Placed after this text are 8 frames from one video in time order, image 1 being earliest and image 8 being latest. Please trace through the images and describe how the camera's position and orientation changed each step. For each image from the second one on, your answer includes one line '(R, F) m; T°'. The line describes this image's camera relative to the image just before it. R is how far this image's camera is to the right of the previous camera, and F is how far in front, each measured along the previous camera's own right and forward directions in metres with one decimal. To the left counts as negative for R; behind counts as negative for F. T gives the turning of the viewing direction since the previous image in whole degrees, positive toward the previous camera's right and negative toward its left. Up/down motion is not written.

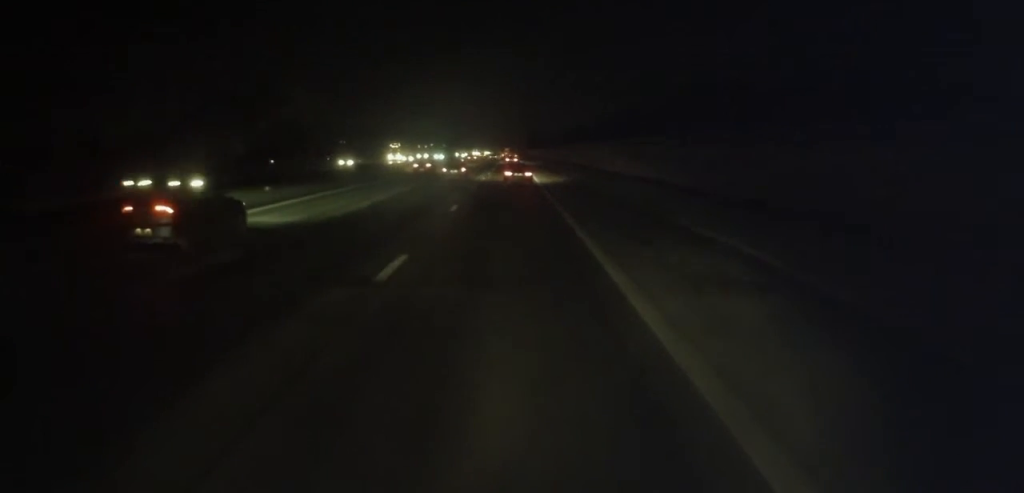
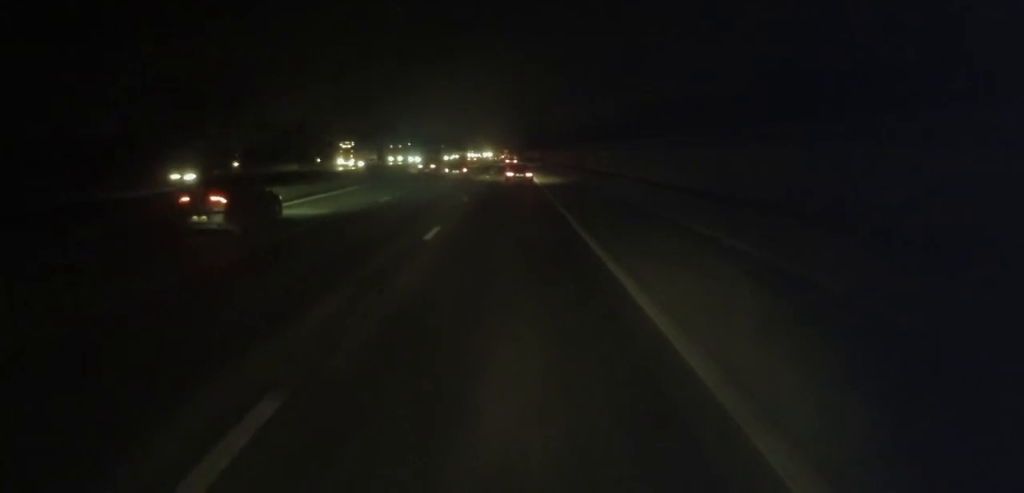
(0.0, +19.5) m; 0°
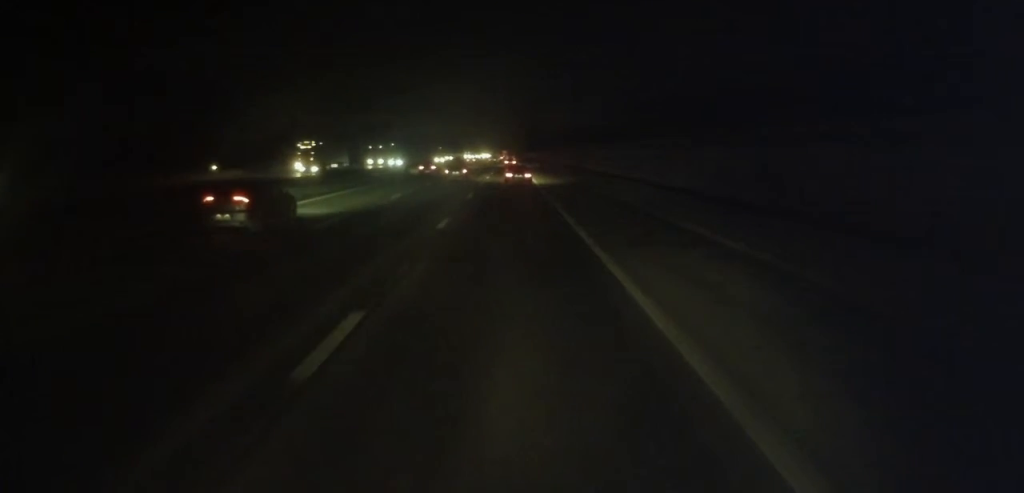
(0.0, +9.4) m; 0°
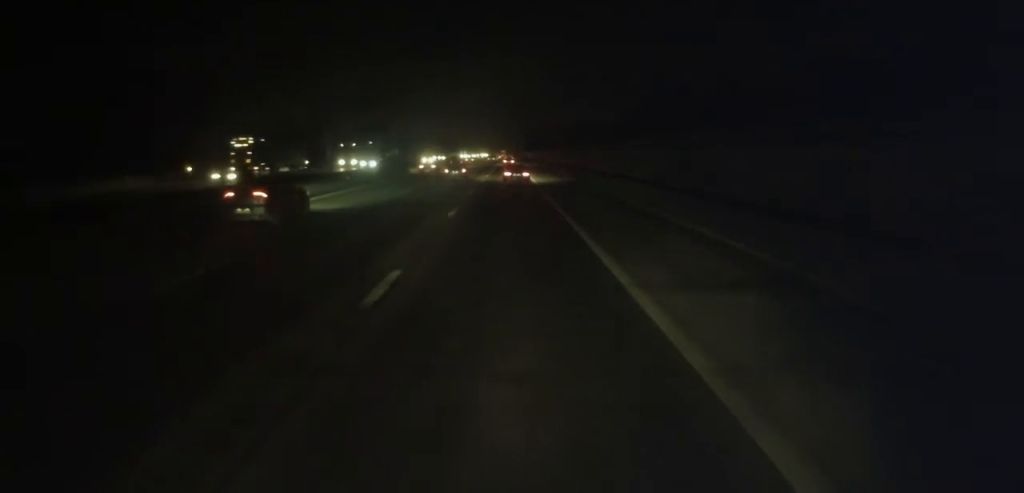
(-0.1, +9.3) m; 0°
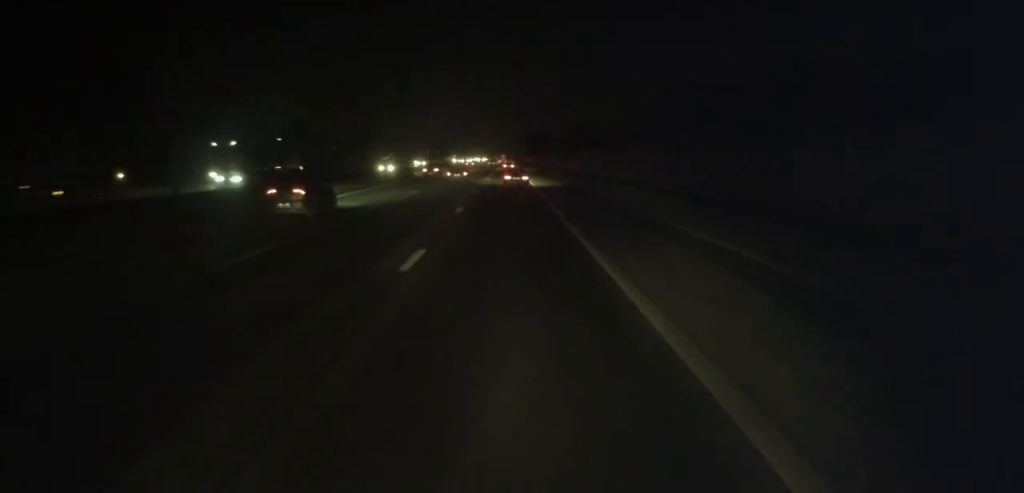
(0.0, +21.4) m; 0°
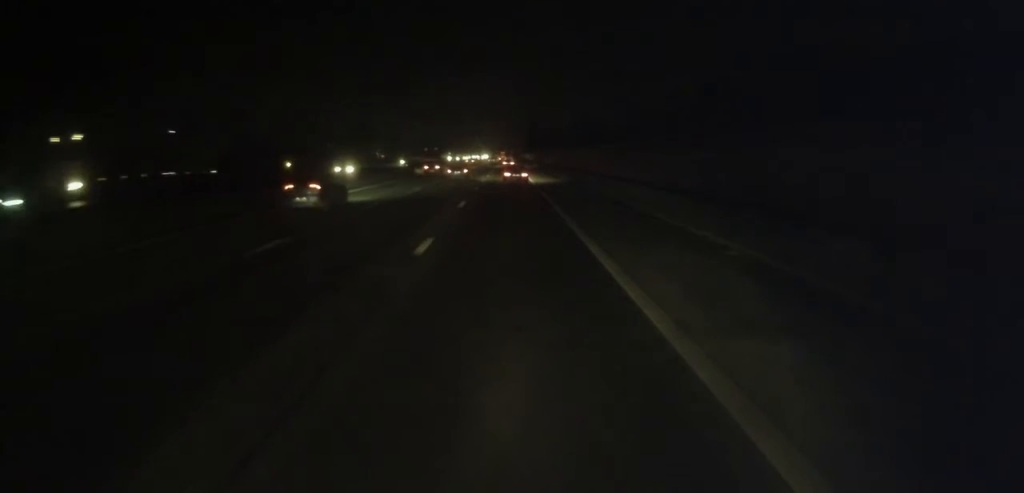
(0.0, +10.7) m; 0°
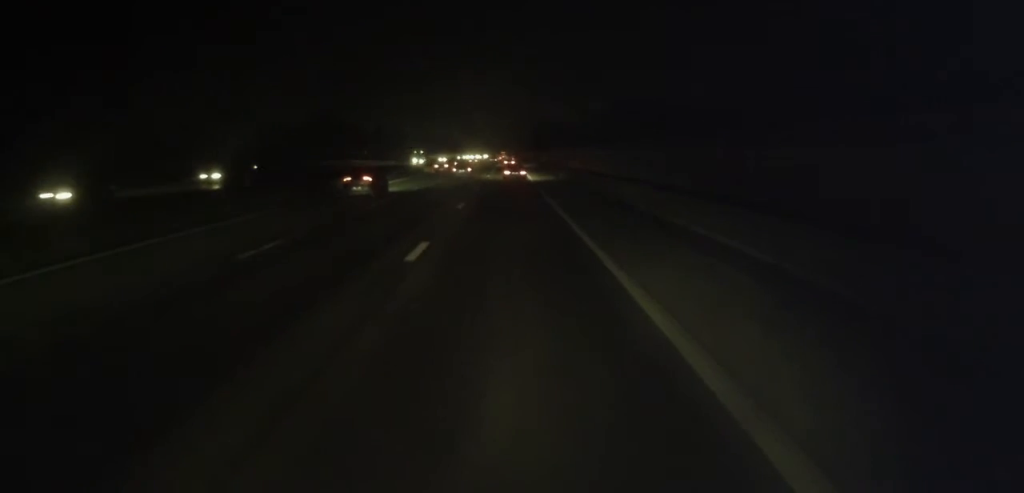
(-0.2, +49.0) m; 0°
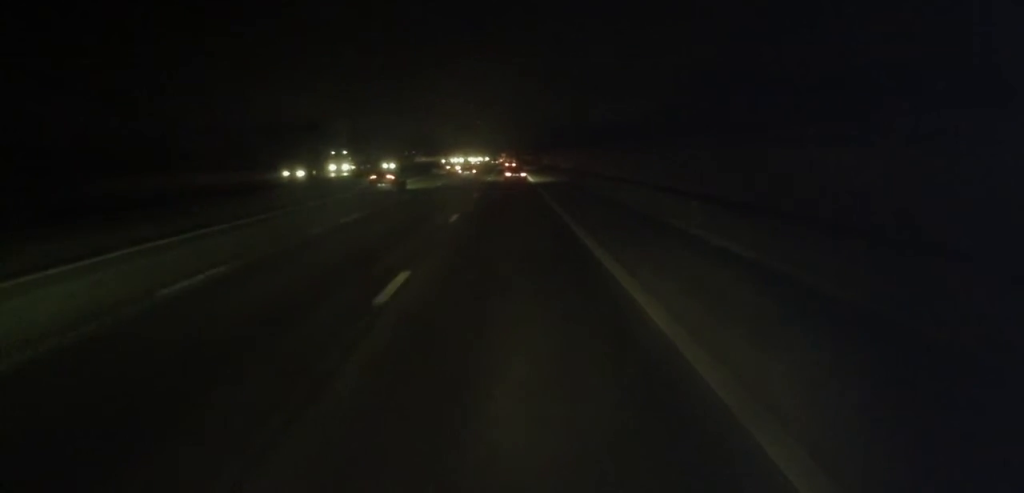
(+0.3, +39.5) m; +1°
